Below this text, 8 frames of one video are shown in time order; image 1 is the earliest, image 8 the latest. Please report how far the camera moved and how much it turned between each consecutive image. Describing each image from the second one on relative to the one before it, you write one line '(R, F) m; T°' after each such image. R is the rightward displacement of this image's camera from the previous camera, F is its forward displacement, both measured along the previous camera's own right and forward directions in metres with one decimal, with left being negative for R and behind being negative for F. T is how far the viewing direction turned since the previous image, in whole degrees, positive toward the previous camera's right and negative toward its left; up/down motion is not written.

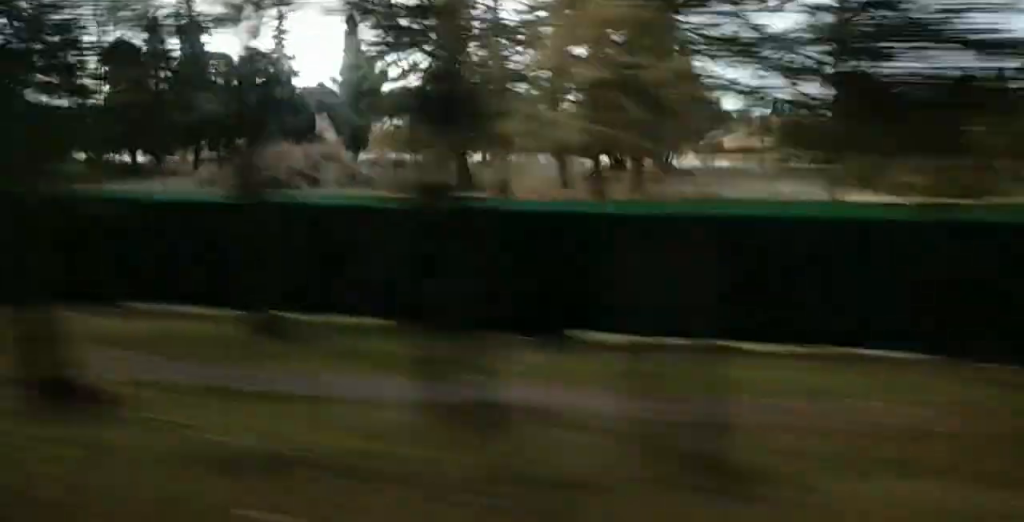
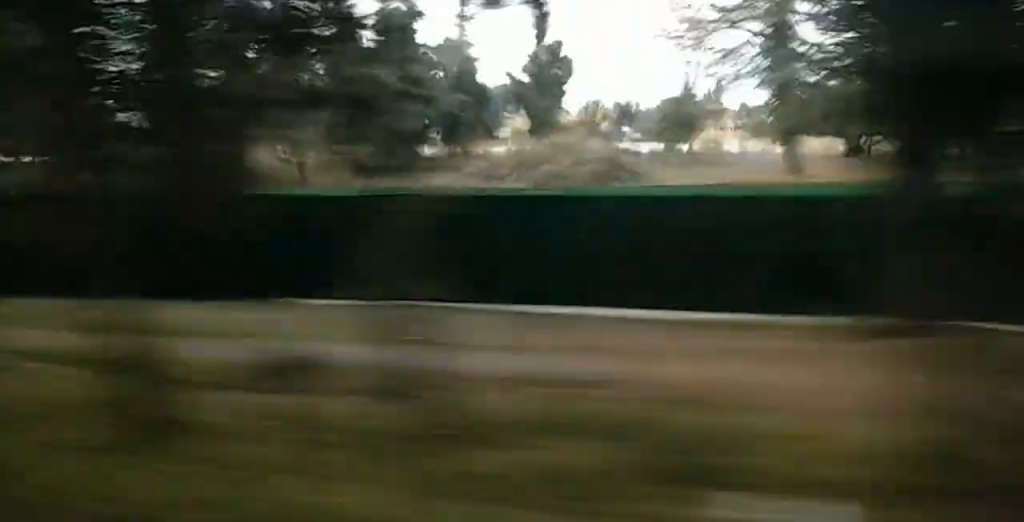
(0.0, +27.0) m; -2°
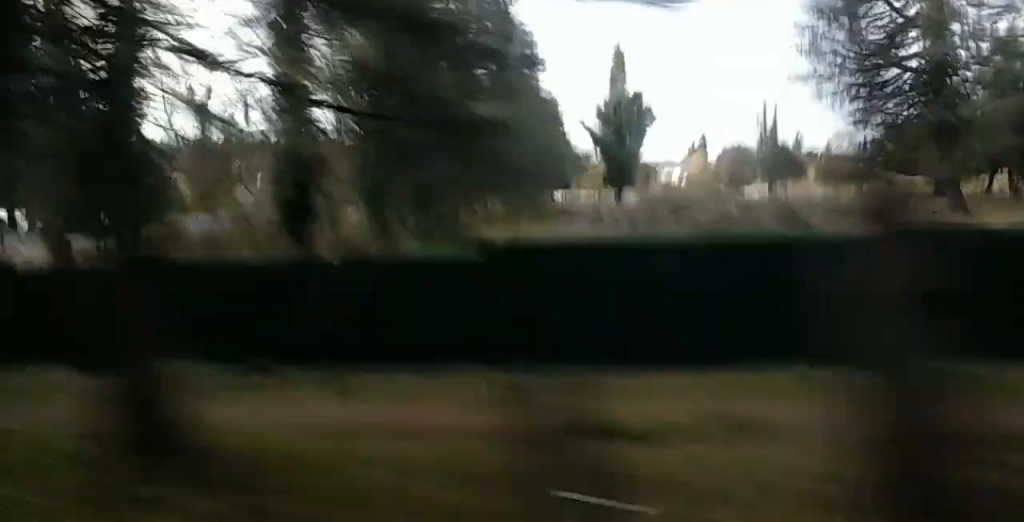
(-0.4, +16.4) m; -3°
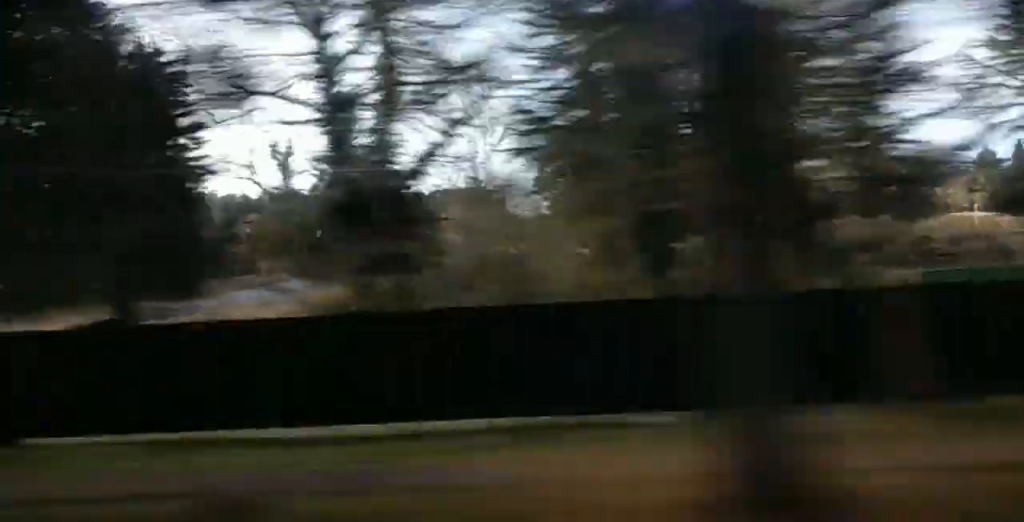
(-0.8, +19.7) m; -2°
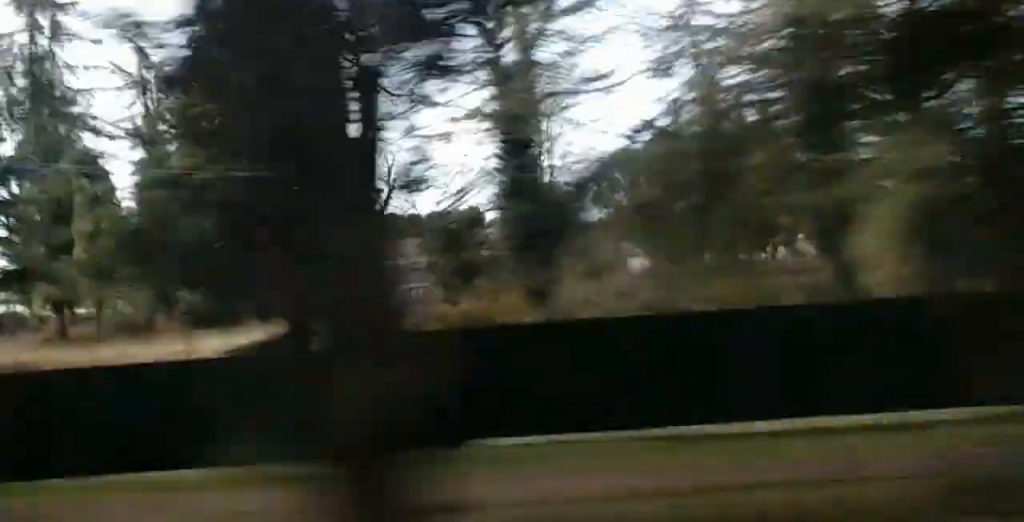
(+0.1, +9.8) m; 0°
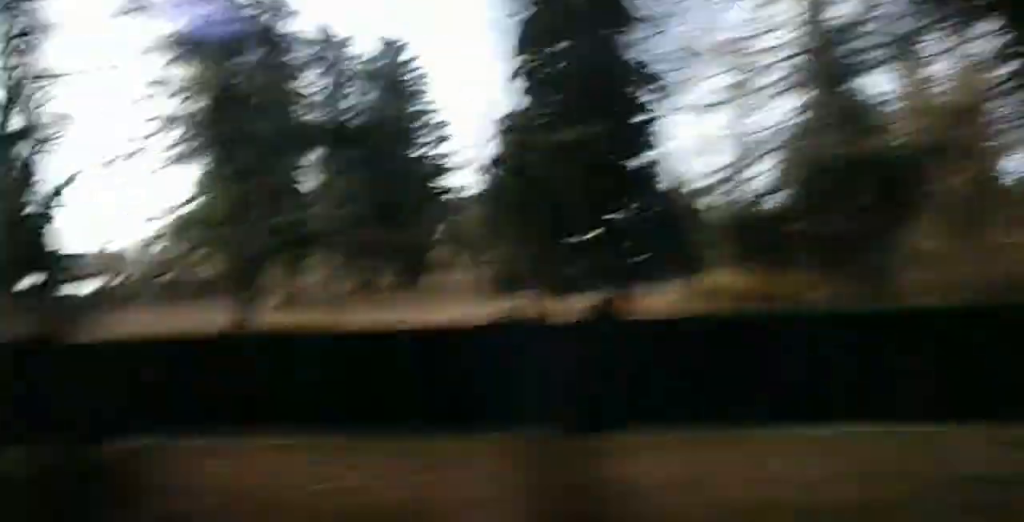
(0.0, +11.4) m; +1°
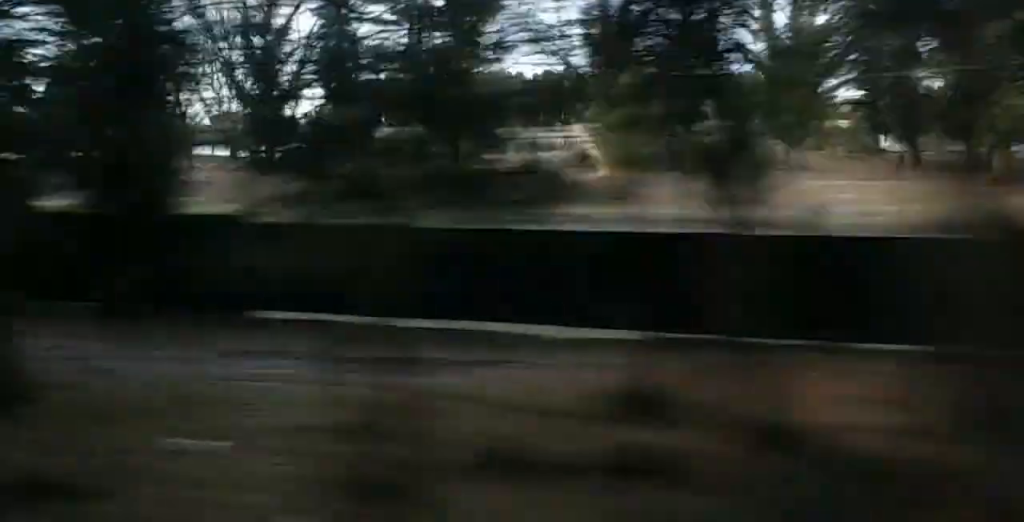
(+1.1, +40.7) m; +4°
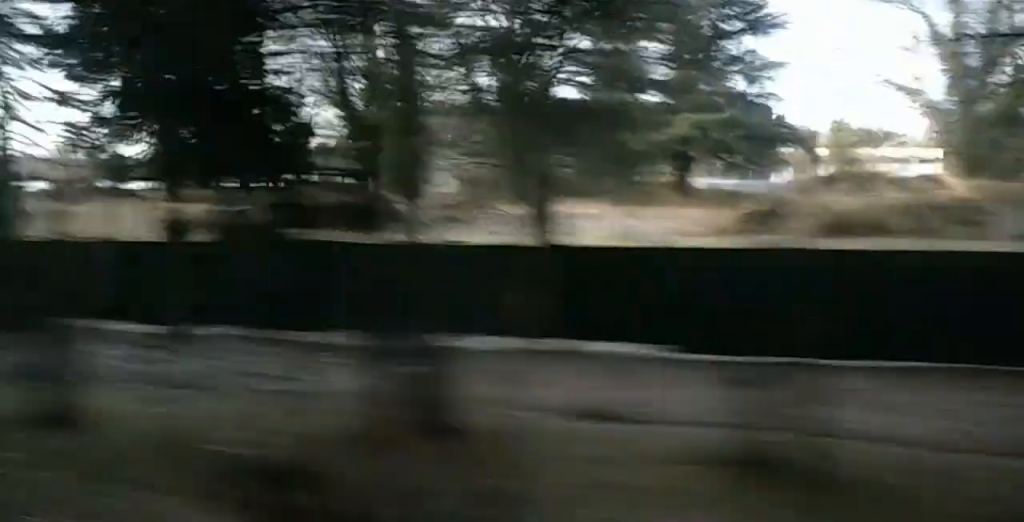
(+1.0, +26.6) m; +3°
